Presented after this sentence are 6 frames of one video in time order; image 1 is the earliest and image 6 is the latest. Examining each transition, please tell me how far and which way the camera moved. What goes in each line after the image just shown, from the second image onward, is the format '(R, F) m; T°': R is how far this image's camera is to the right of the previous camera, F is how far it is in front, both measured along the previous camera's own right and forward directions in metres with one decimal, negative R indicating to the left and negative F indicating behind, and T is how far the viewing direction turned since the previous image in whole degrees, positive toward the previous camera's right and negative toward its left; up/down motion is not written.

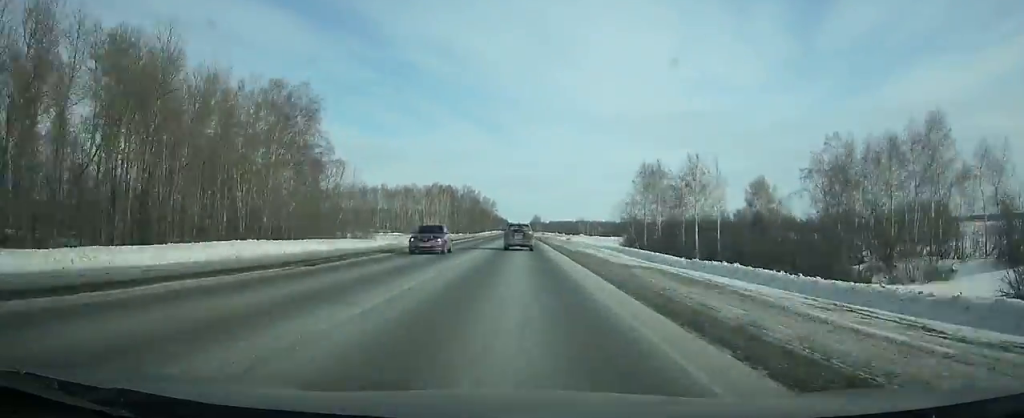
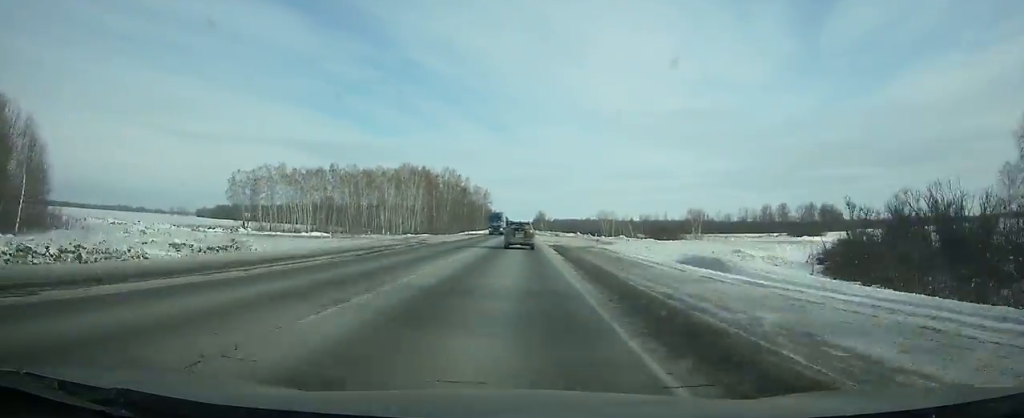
(-0.1, +72.5) m; 0°
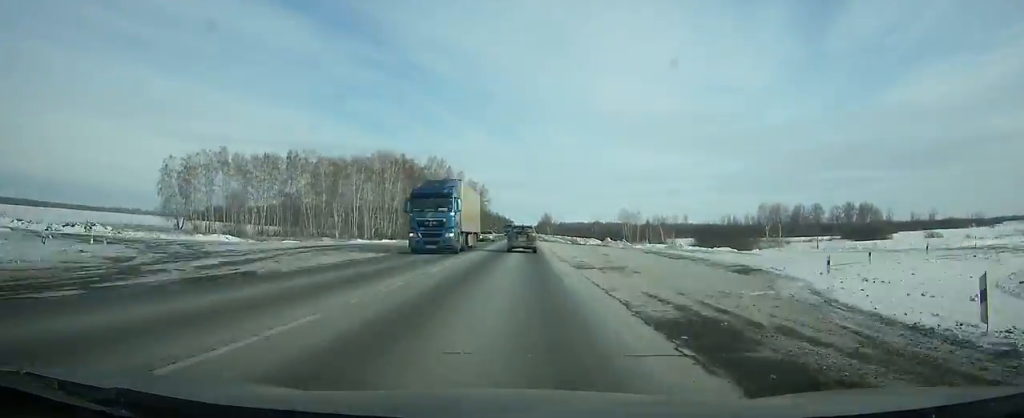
(-0.1, +38.4) m; 0°
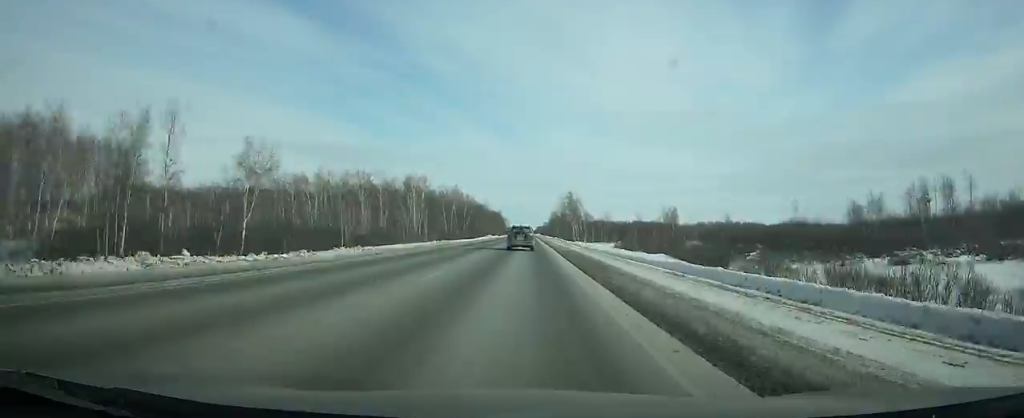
(-1.8, +236.0) m; -1°
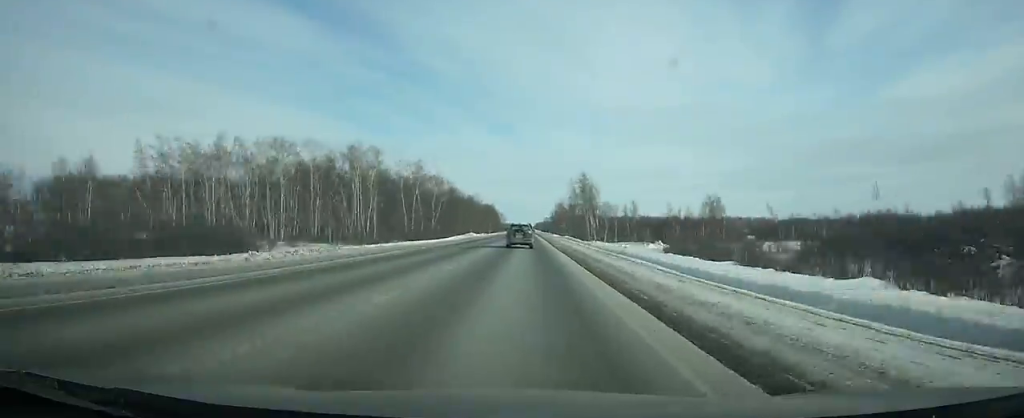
(-0.1, +51.3) m; 0°
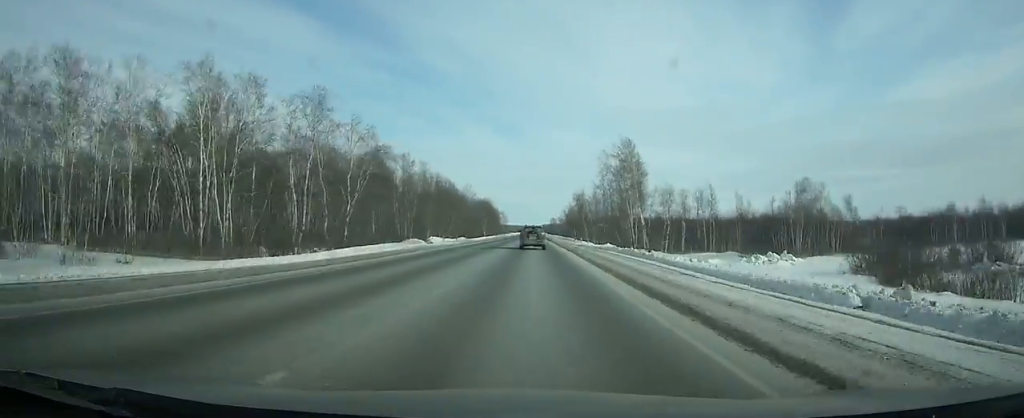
(+0.1, +57.0) m; 0°
